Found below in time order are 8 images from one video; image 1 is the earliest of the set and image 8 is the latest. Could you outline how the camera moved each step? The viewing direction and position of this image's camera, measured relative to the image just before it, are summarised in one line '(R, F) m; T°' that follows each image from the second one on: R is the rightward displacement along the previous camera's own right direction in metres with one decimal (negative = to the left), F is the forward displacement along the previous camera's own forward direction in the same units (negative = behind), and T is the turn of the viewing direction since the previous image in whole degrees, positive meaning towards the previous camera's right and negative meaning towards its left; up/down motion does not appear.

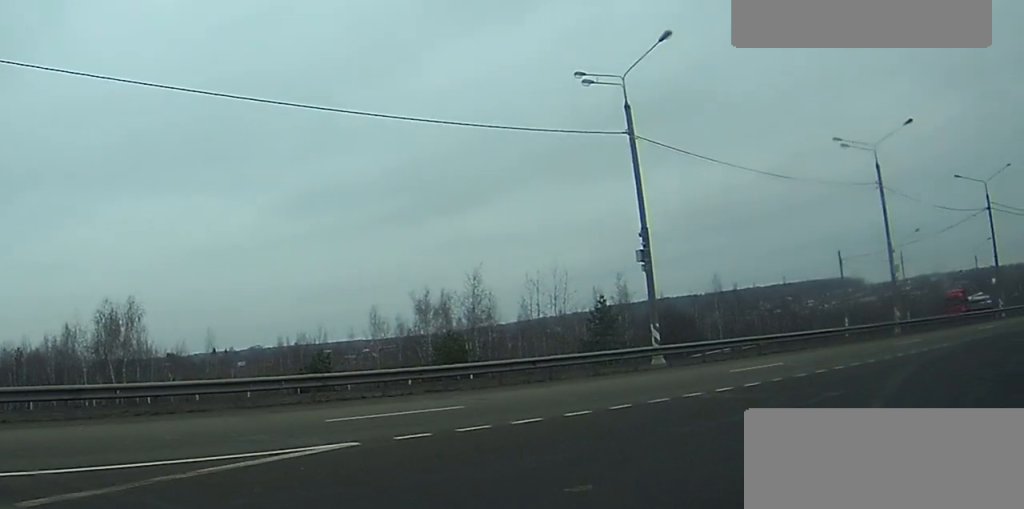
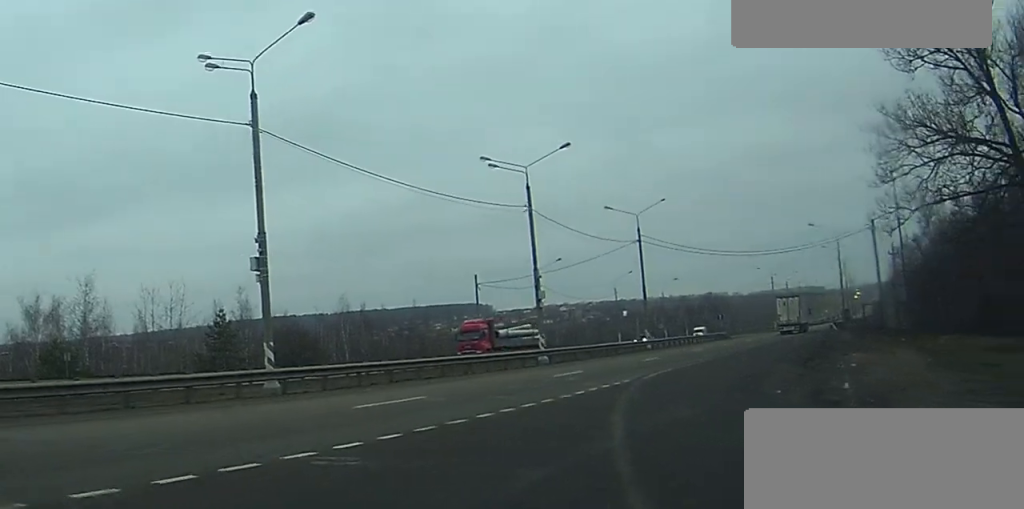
(+2.1, +6.8) m; +28°
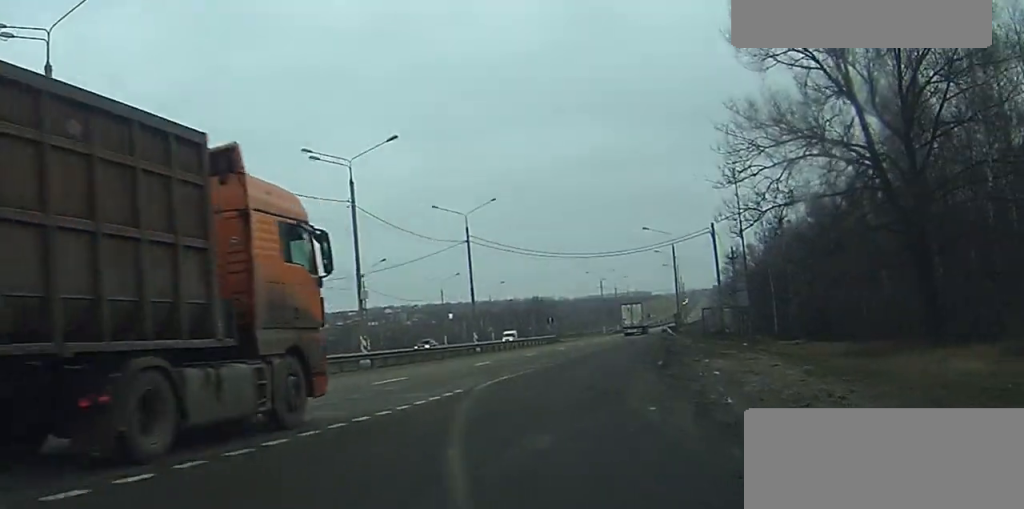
(+0.2, +3.4) m; +6°
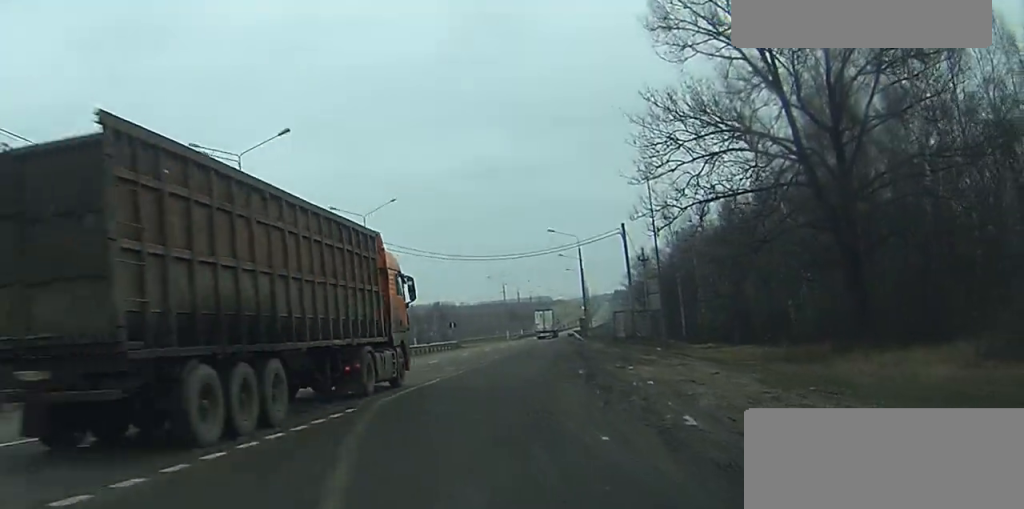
(-0.1, +3.1) m; +5°
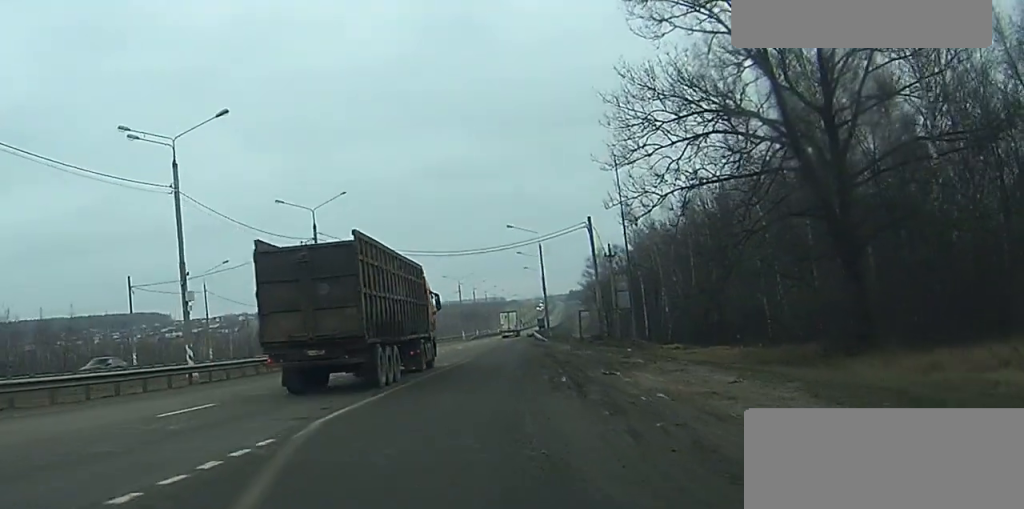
(+0.4, +4.2) m; +6°
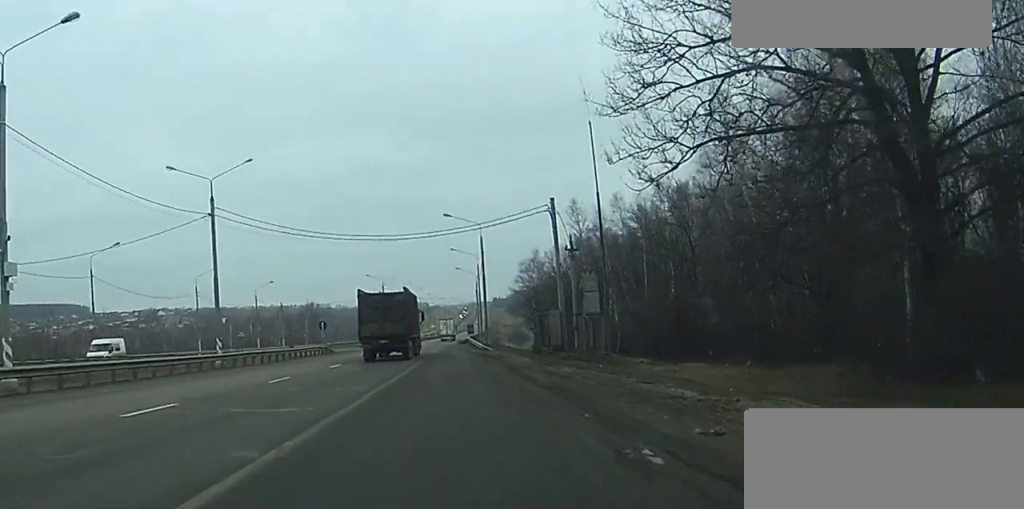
(+0.8, +12.3) m; +5°
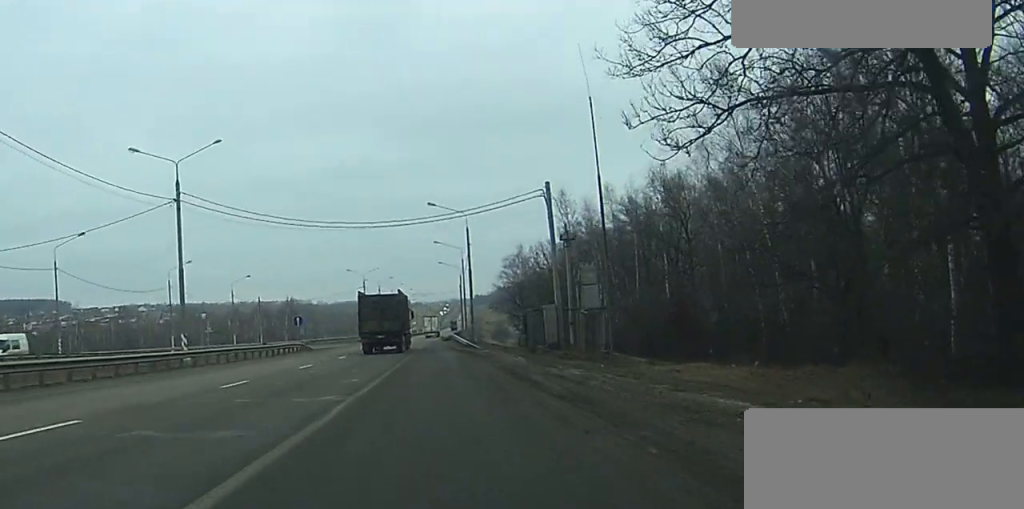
(-0.1, +4.3) m; +1°
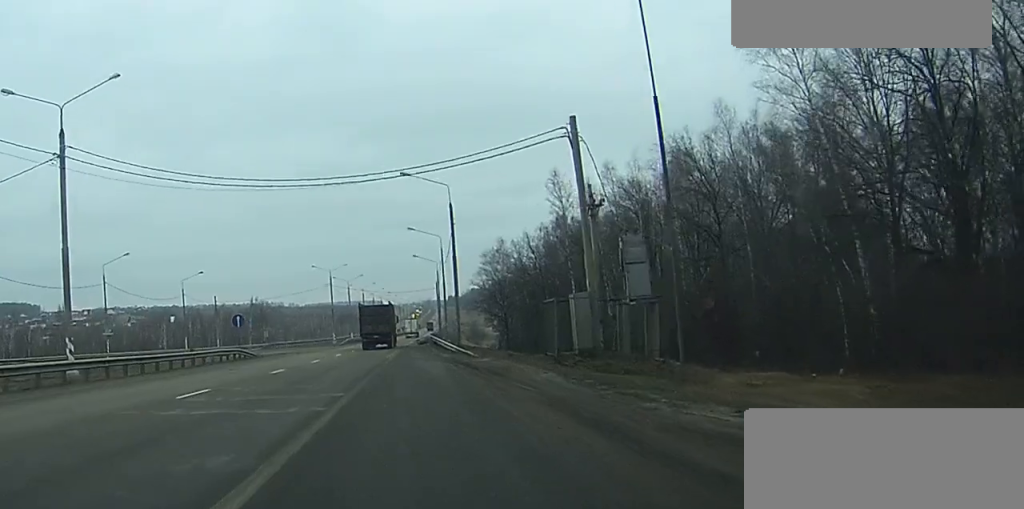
(+0.6, +14.2) m; +3°
